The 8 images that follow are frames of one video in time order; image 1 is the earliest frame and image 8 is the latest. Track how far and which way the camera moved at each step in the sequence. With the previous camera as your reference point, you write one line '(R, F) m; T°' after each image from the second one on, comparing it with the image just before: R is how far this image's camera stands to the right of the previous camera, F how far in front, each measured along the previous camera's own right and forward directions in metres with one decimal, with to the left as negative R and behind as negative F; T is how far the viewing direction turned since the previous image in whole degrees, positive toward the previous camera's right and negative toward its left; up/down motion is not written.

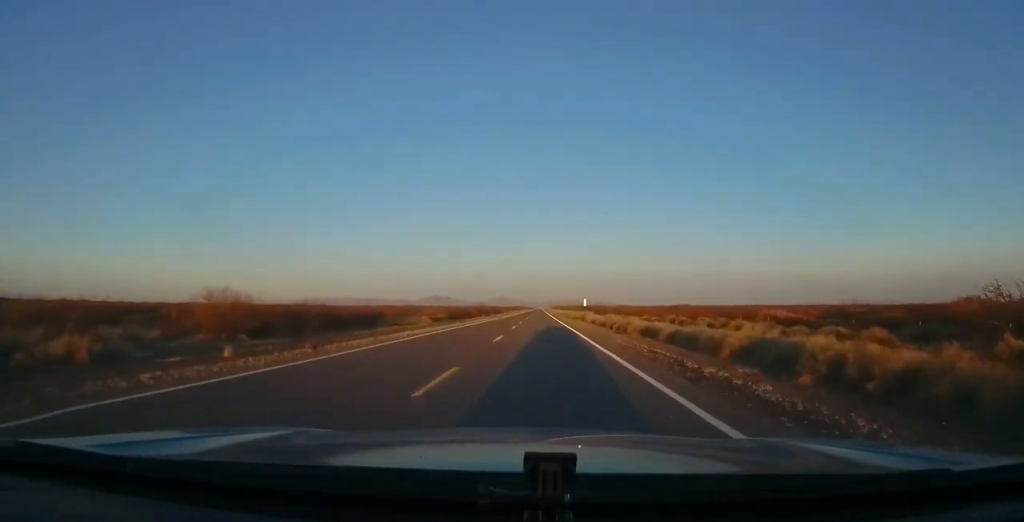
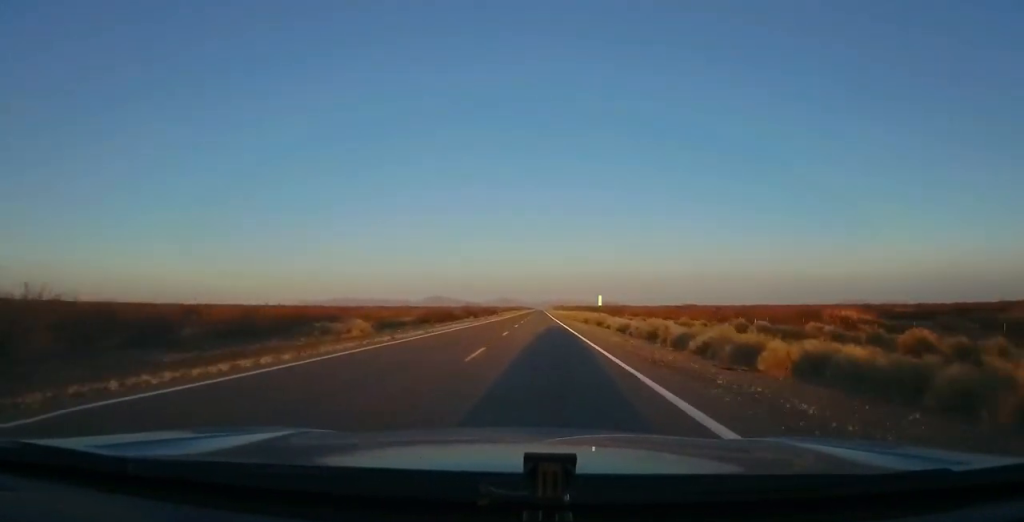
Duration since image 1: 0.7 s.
(0.0, +19.5) m; -1°
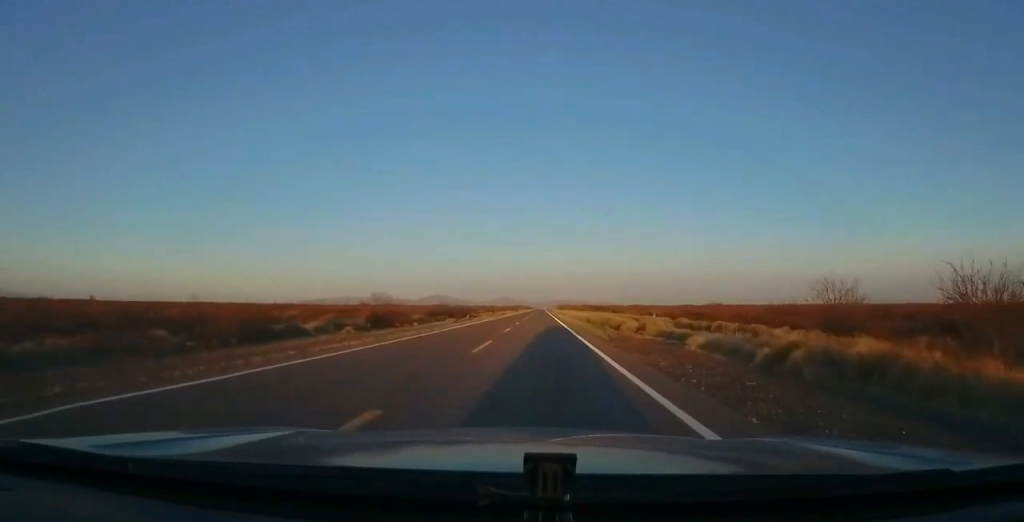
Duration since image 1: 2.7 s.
(-0.3, +59.7) m; 0°
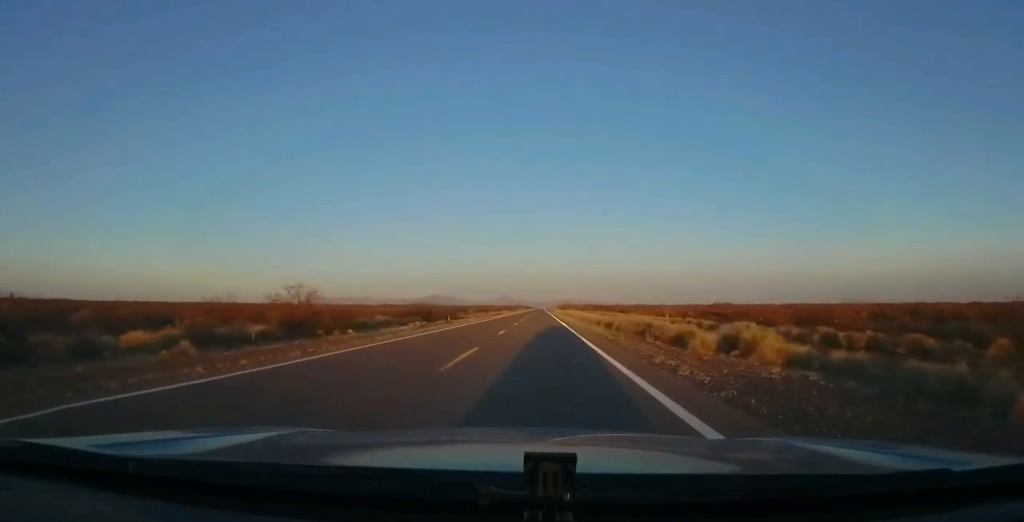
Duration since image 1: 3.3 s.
(+0.1, +16.7) m; 0°
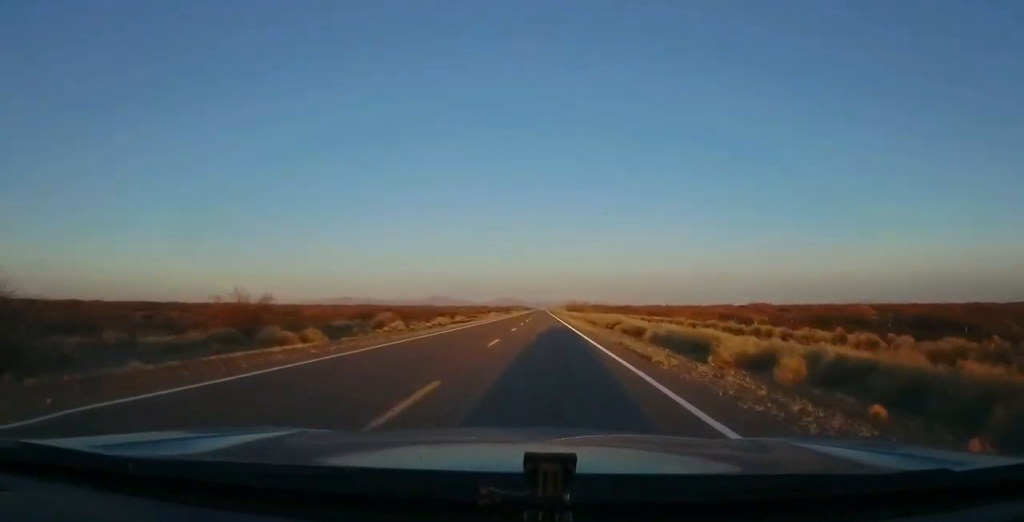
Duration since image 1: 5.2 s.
(+0.1, +58.1) m; 0°
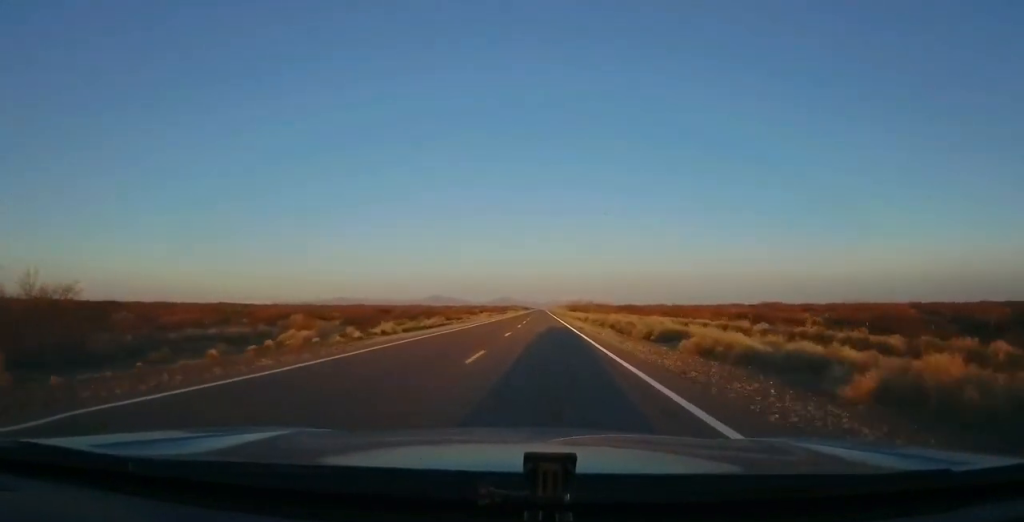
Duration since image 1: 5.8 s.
(-0.3, +17.7) m; 0°
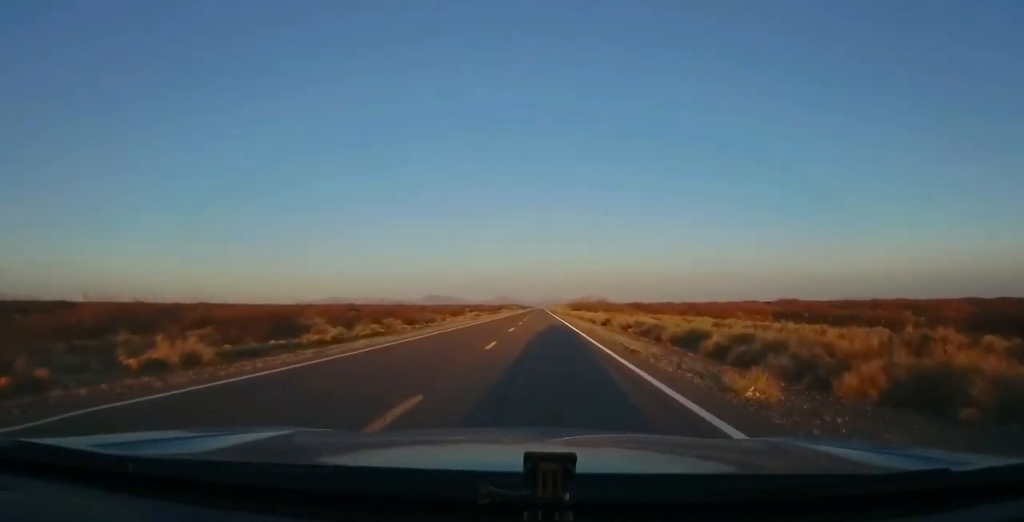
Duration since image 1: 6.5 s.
(+0.2, +20.6) m; +1°
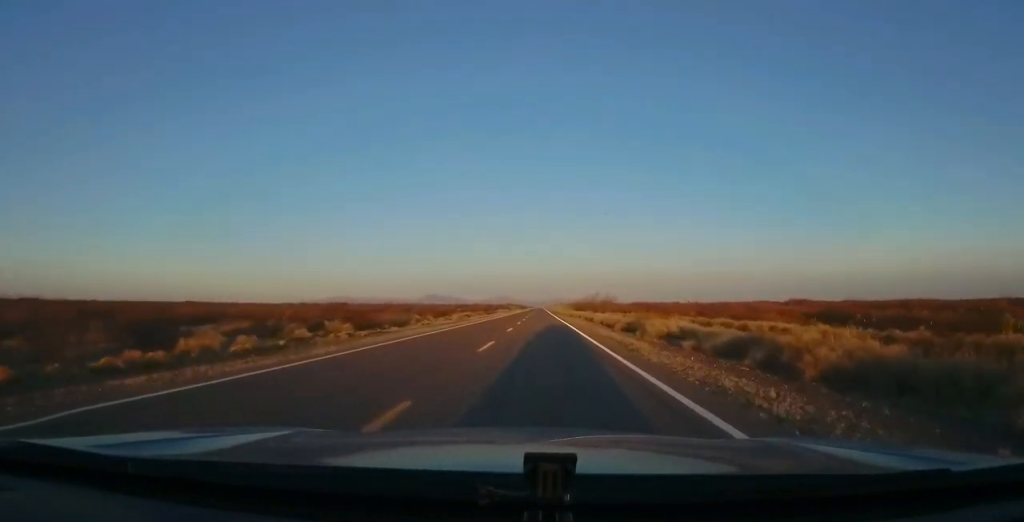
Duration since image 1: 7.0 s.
(+0.1, +12.8) m; 0°
